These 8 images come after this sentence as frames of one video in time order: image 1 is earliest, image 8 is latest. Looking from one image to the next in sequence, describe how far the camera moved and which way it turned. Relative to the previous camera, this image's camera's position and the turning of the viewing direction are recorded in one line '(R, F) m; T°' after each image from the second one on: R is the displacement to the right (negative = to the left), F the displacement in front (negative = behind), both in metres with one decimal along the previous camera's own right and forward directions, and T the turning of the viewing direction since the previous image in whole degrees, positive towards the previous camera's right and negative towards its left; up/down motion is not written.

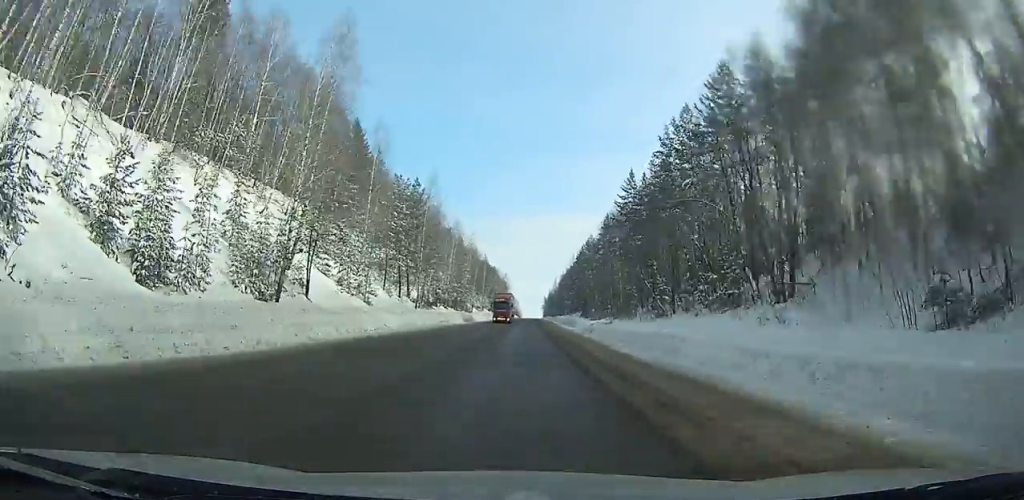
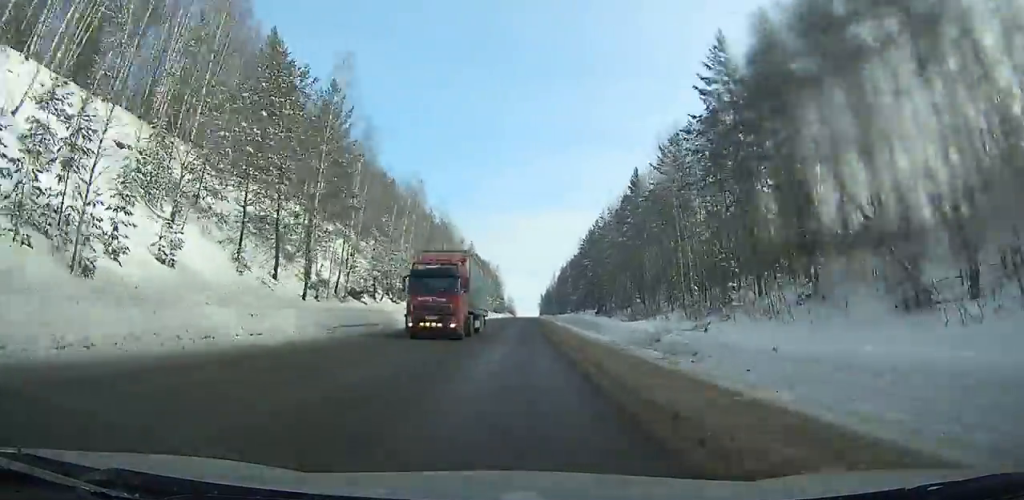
(+0.1, +30.0) m; 0°
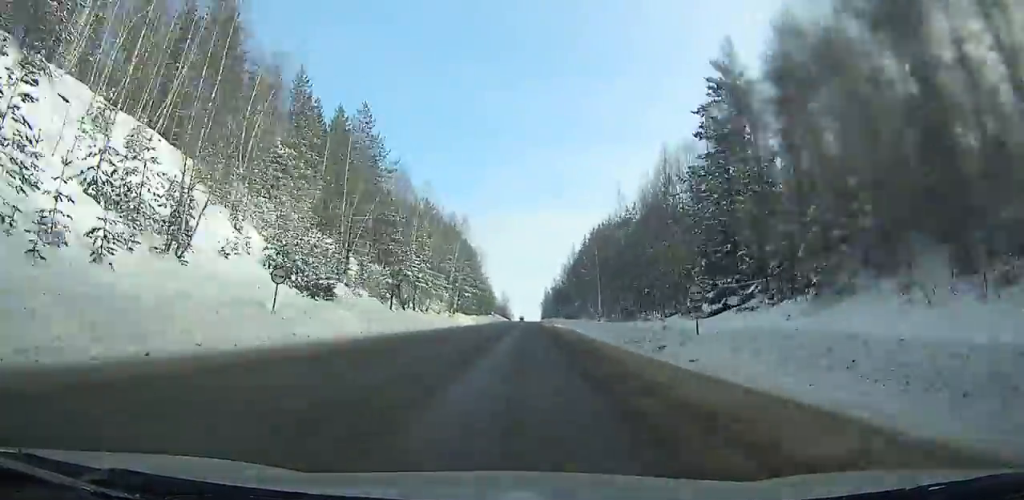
(+0.6, +99.9) m; +1°
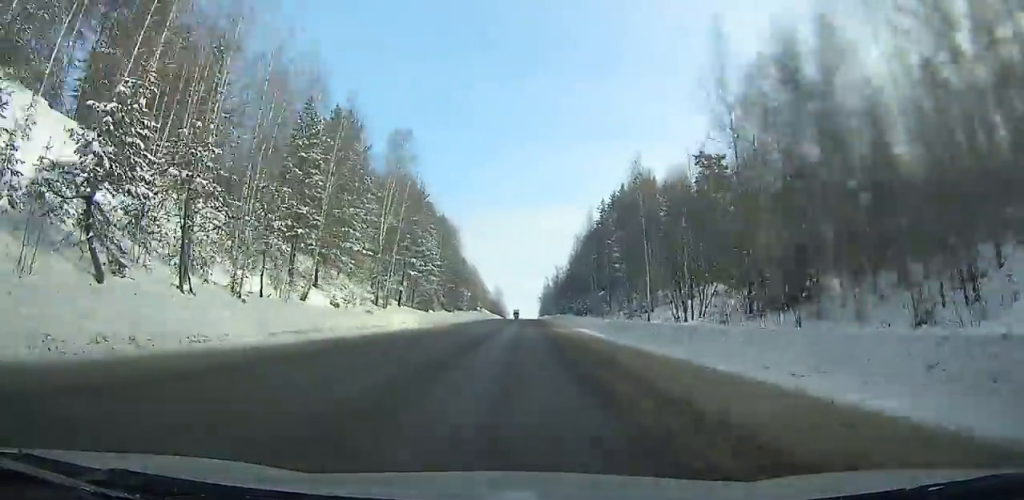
(+0.2, +44.8) m; 0°
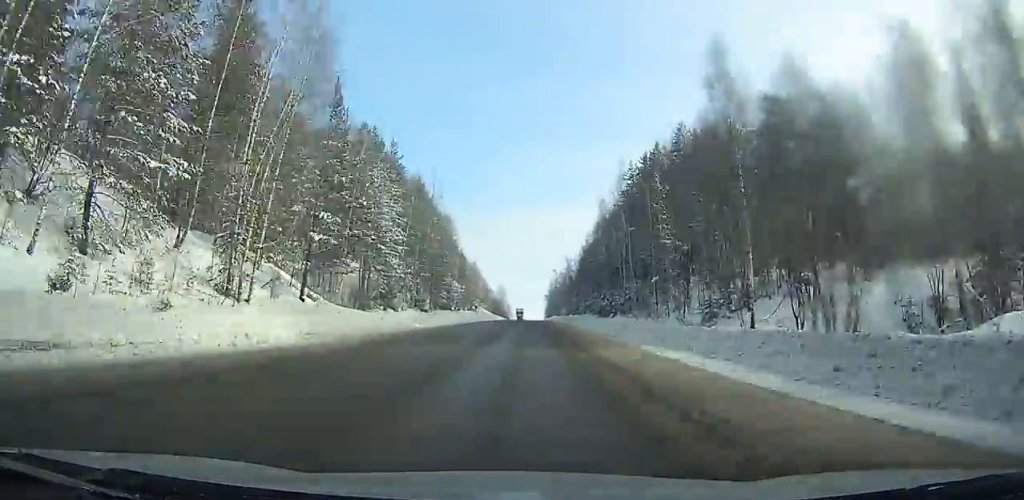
(0.0, +26.3) m; 0°
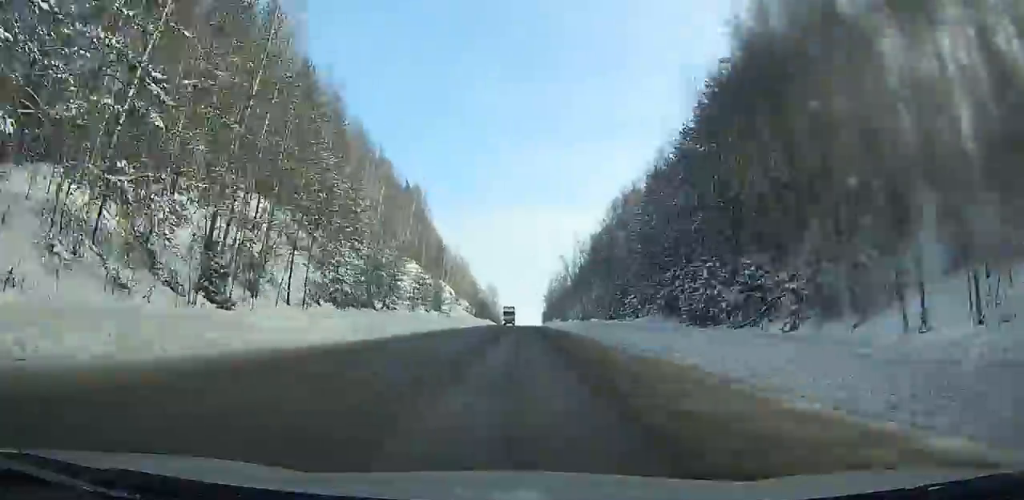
(0.0, +47.0) m; 0°
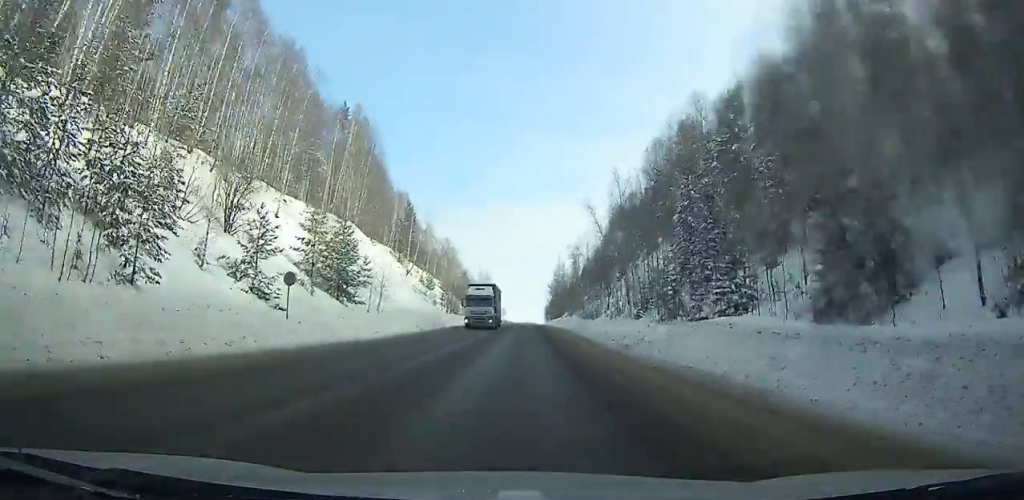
(+0.2, +47.9) m; 0°
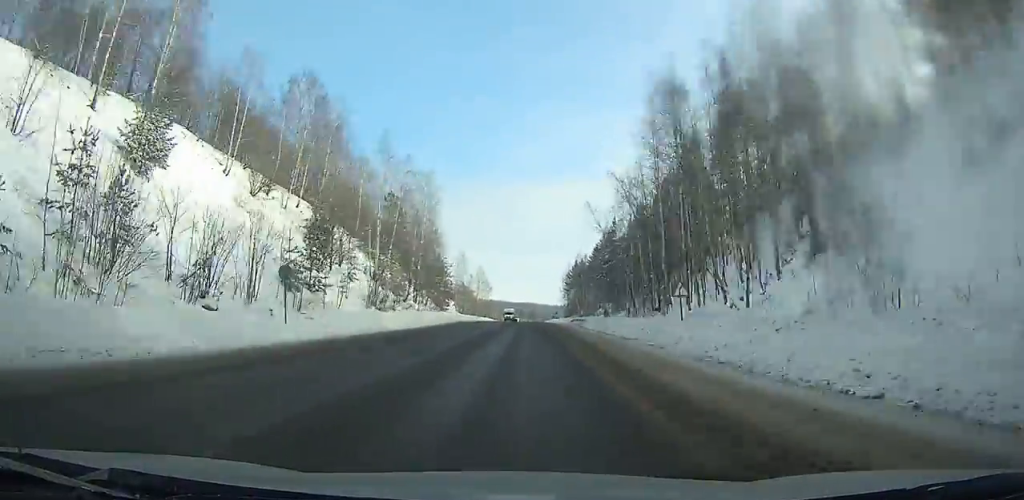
(-0.4, +149.0) m; 0°
